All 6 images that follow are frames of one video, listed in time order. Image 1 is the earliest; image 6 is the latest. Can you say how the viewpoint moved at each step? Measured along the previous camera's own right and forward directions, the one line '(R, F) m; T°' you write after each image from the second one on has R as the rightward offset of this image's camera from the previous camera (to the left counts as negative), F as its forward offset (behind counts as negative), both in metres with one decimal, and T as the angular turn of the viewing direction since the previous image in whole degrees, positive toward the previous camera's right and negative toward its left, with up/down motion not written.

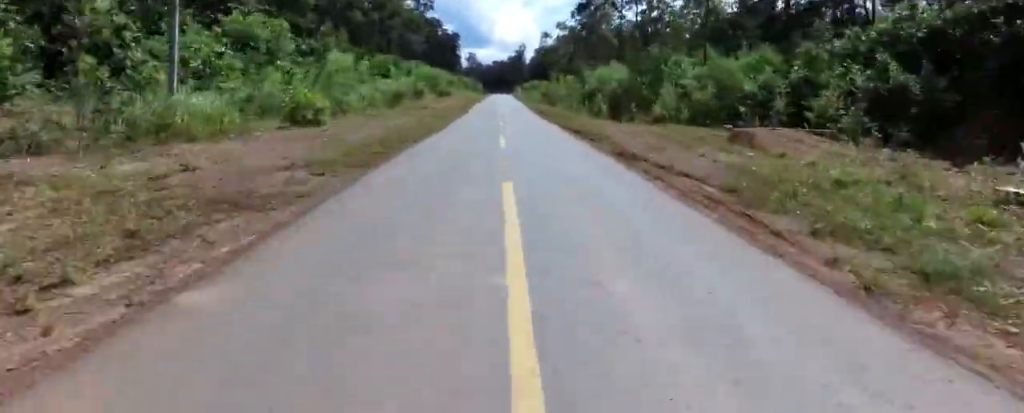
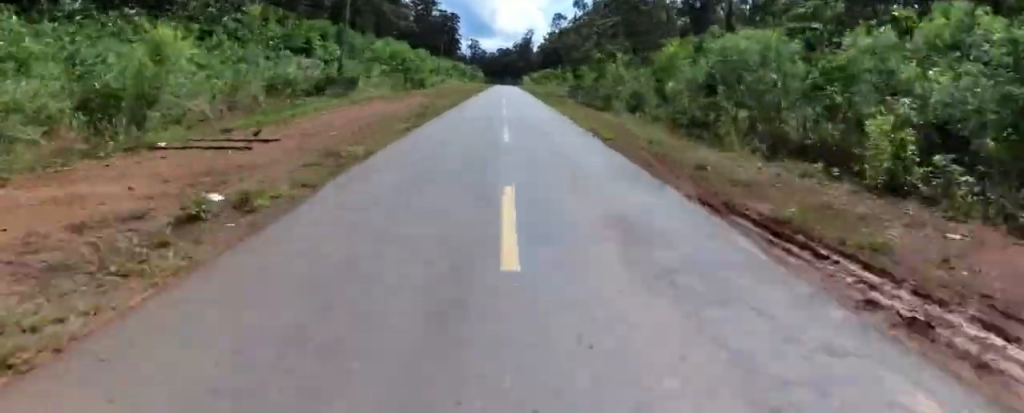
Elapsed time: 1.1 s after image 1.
(+0.1, +32.4) m; +1°
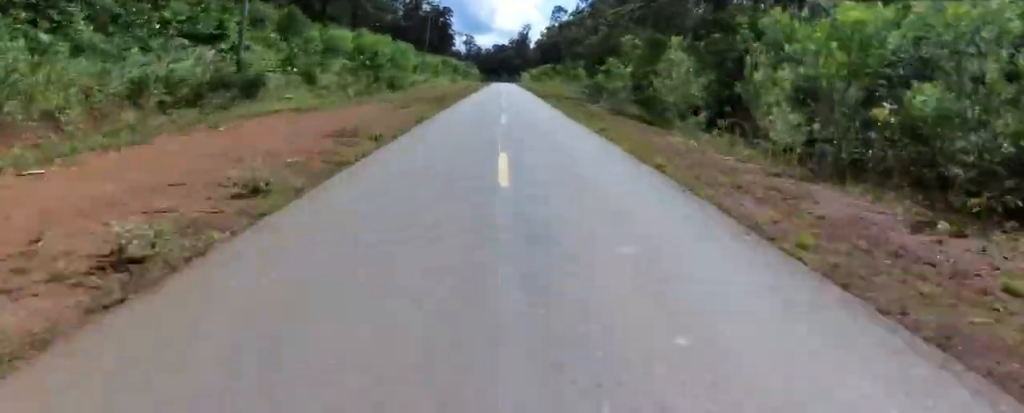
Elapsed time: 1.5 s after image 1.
(-0.2, +12.9) m; +1°
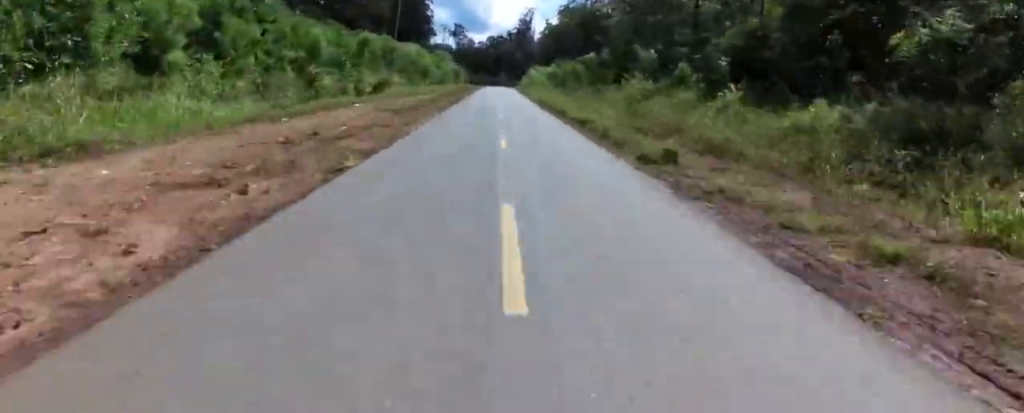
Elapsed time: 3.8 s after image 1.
(+2.1, +68.2) m; +1°
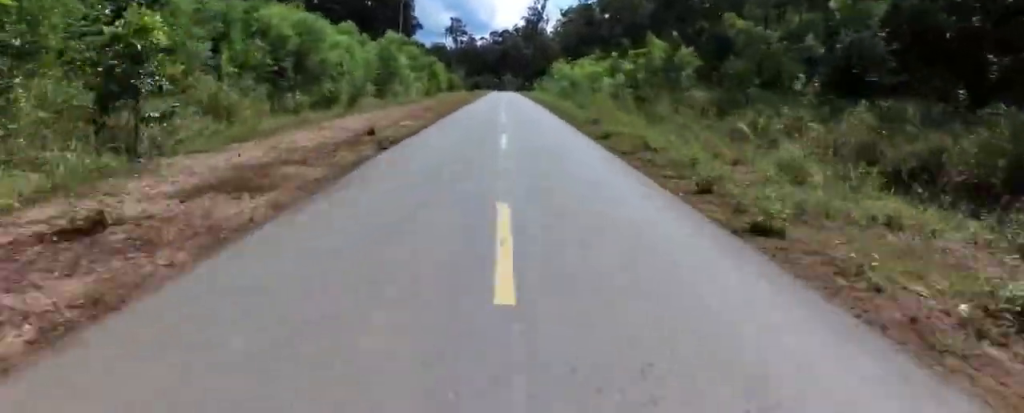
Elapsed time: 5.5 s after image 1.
(-2.6, +48.1) m; -5°
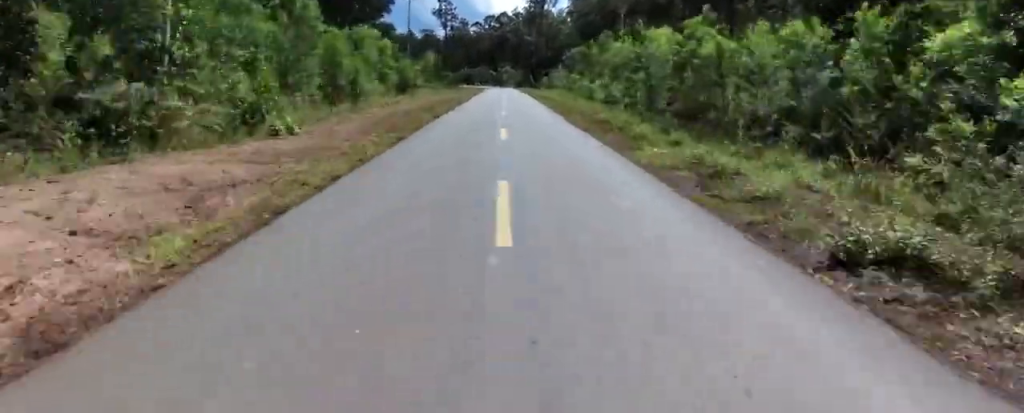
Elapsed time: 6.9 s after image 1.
(+0.8, +39.2) m; +2°
